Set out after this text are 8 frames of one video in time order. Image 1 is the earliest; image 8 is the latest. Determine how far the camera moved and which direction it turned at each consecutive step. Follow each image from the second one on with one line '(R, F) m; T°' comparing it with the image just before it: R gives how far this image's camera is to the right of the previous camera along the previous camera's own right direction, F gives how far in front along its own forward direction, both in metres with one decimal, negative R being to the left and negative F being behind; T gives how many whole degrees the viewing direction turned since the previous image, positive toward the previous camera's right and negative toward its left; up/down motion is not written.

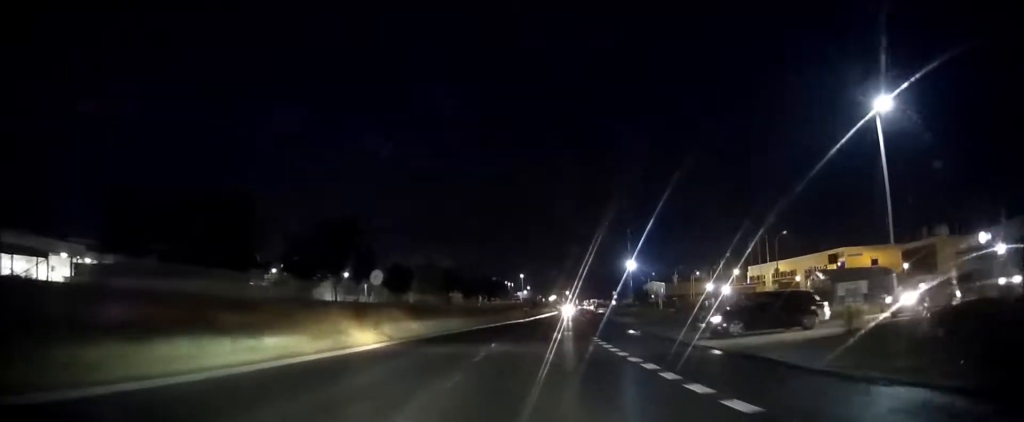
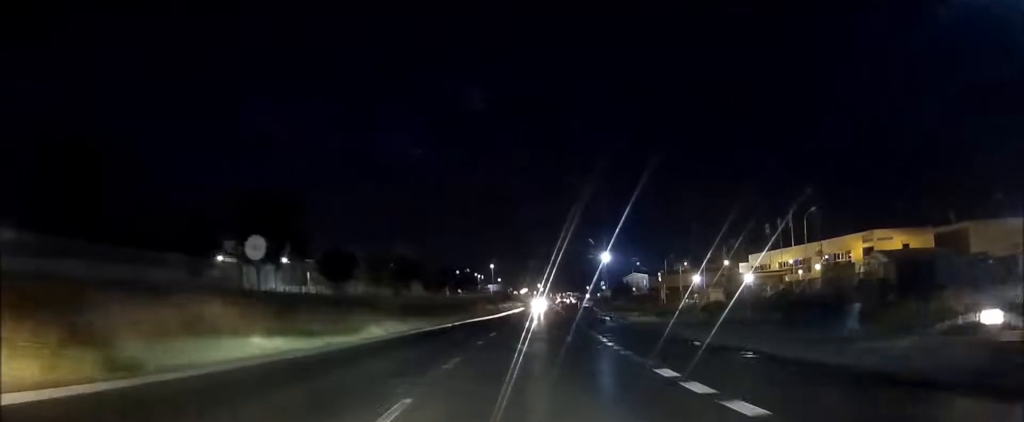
(+0.4, +16.5) m; +2°
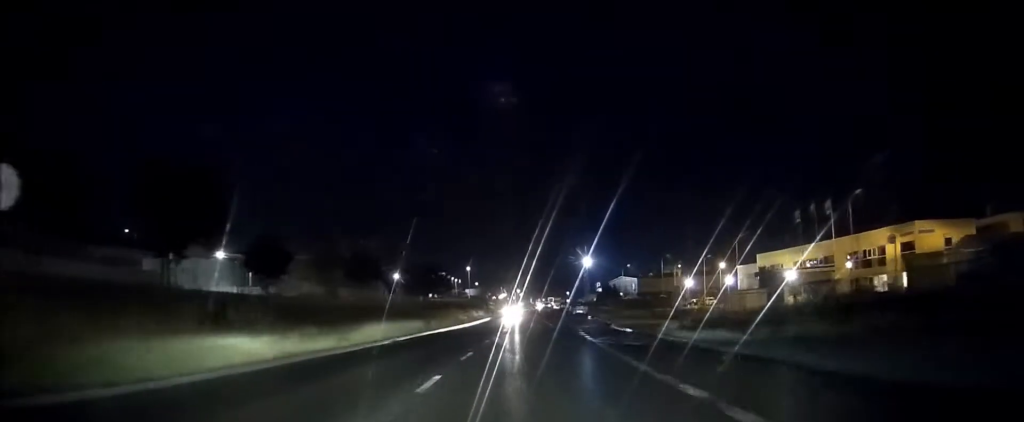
(+0.1, +14.0) m; +1°
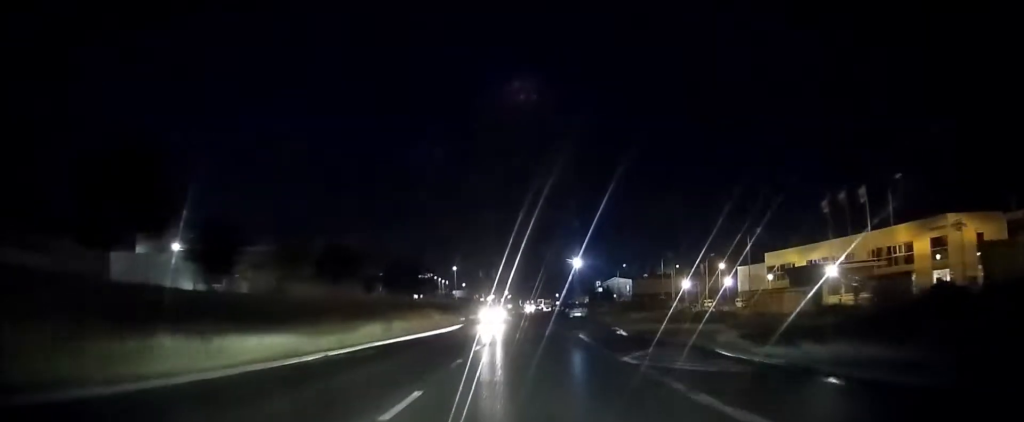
(+0.1, +8.1) m; +1°
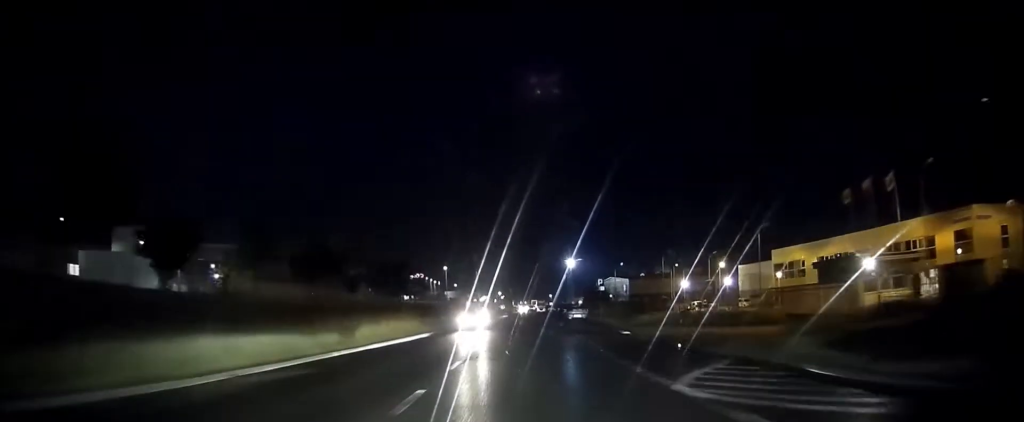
(0.0, +5.4) m; 0°
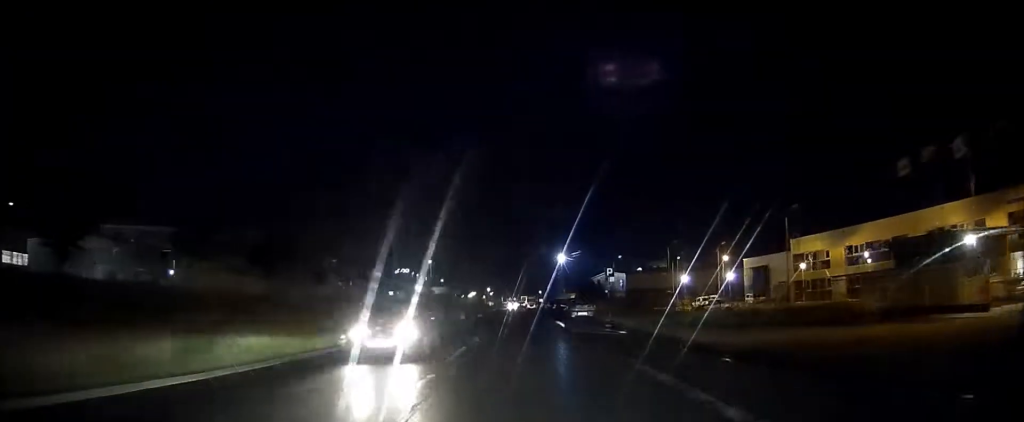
(+0.1, +9.9) m; +1°
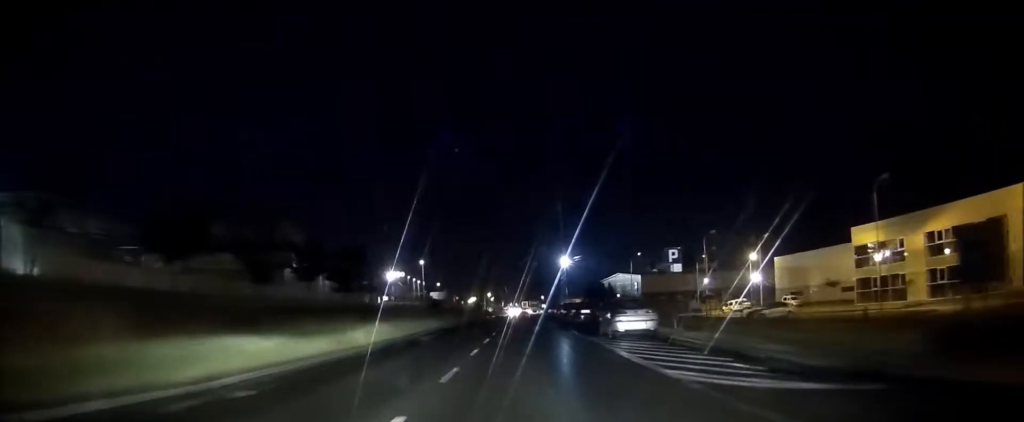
(+0.1, +16.3) m; 0°
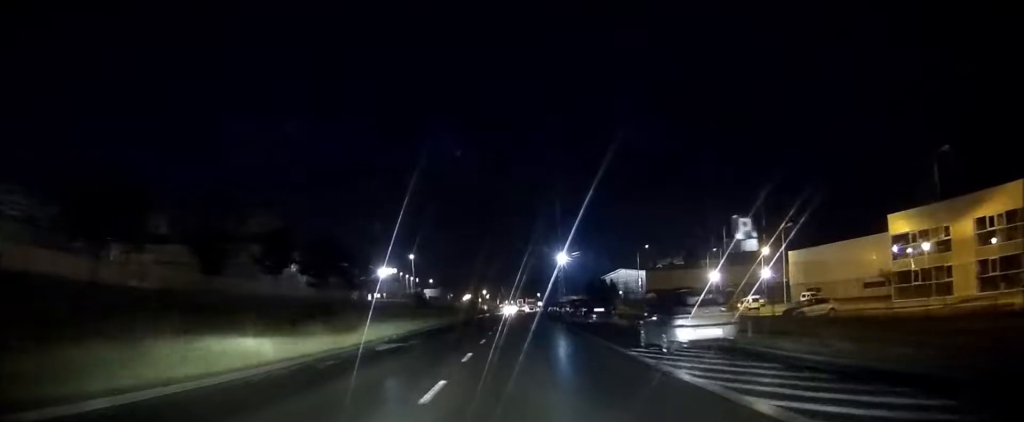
(0.0, +8.6) m; 0°
